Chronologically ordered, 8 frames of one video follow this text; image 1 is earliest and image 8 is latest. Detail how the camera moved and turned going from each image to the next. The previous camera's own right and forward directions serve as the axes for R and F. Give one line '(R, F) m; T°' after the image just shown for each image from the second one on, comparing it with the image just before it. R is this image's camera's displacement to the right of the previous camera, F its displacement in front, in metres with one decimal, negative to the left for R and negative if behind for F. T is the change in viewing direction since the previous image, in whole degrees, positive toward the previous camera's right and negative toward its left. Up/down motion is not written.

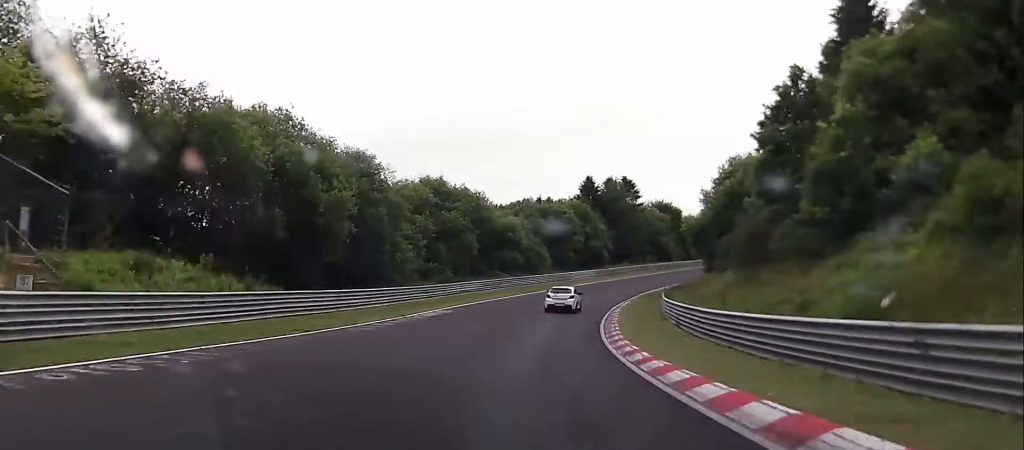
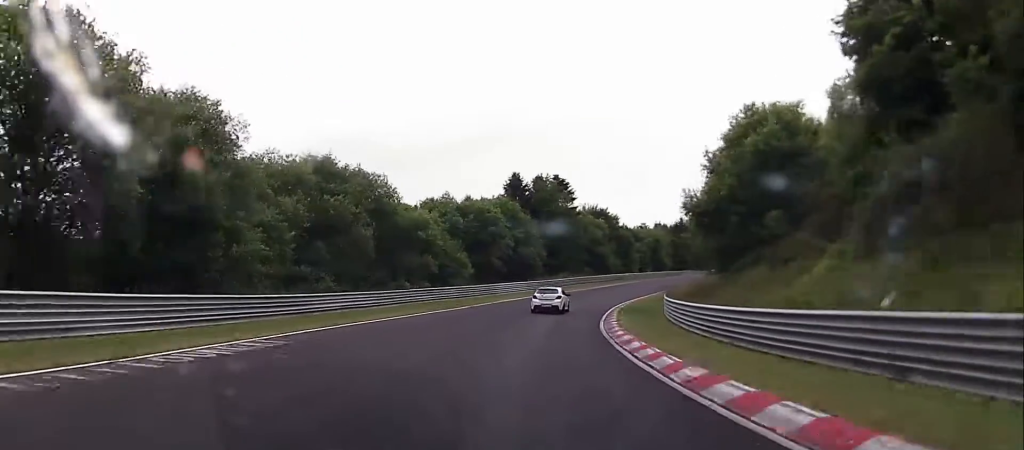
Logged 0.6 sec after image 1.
(+2.1, +19.1) m; +8°
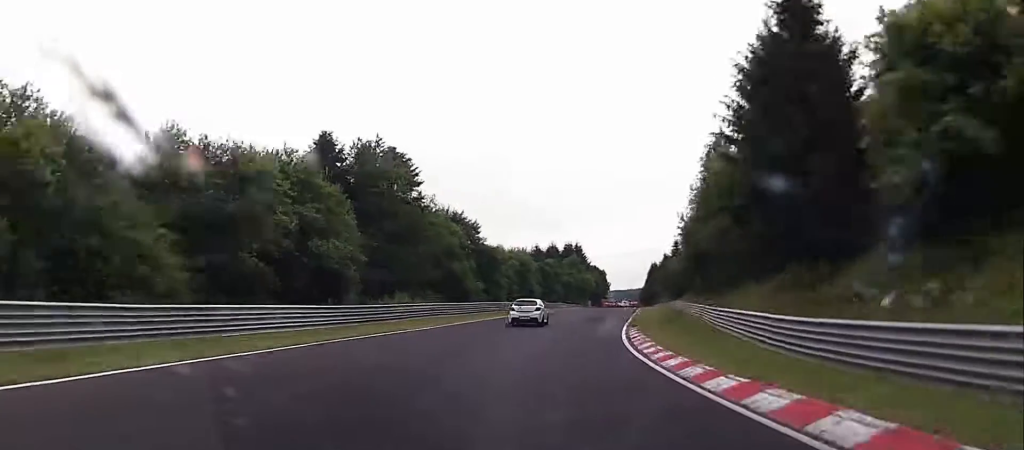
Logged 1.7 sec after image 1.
(+5.8, +40.7) m; +14°
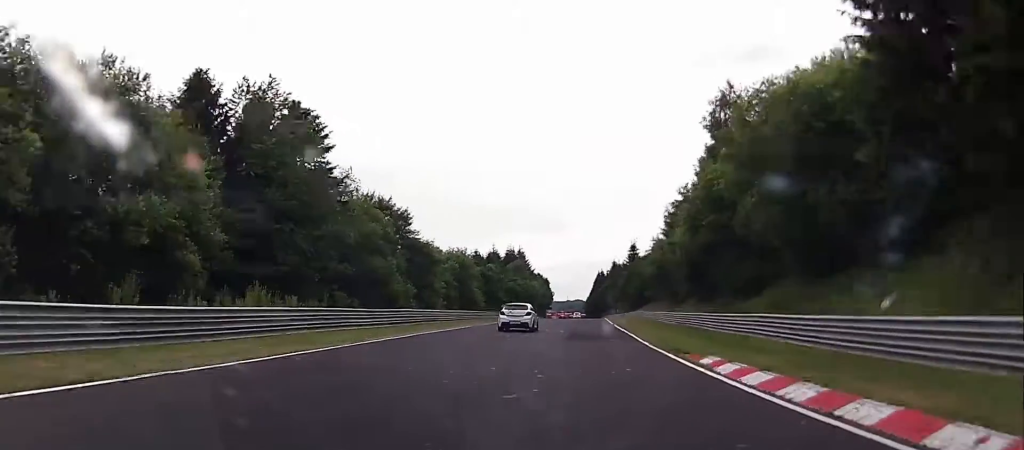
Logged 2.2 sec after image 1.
(+0.7, +17.1) m; +4°
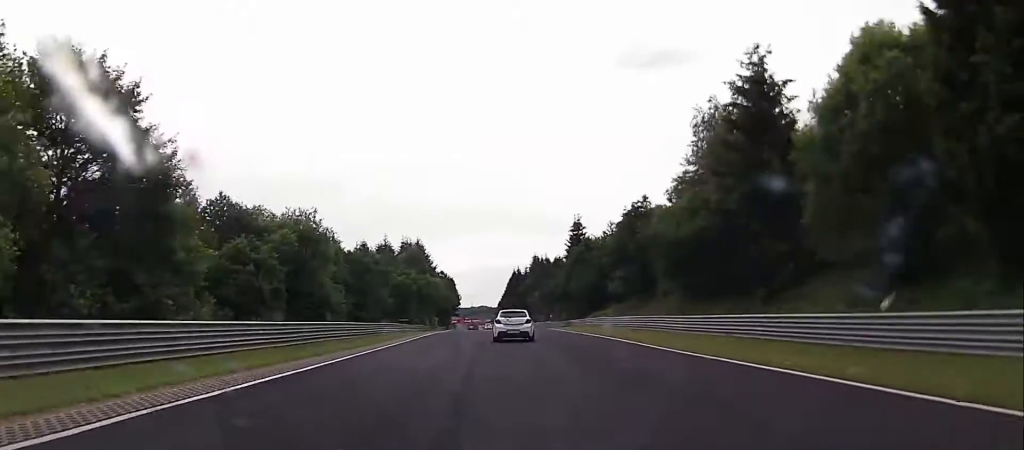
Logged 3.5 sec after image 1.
(+4.1, +47.1) m; +7°
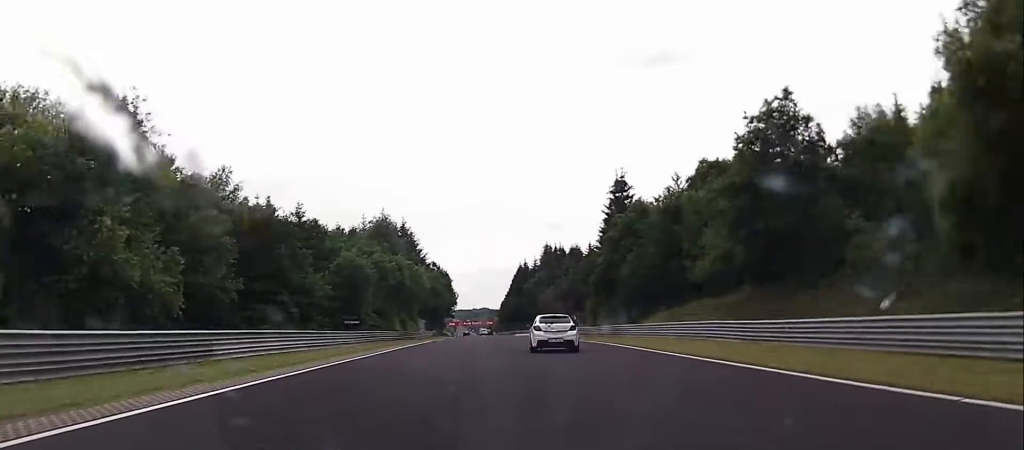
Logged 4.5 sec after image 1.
(+1.0, +35.1) m; +1°
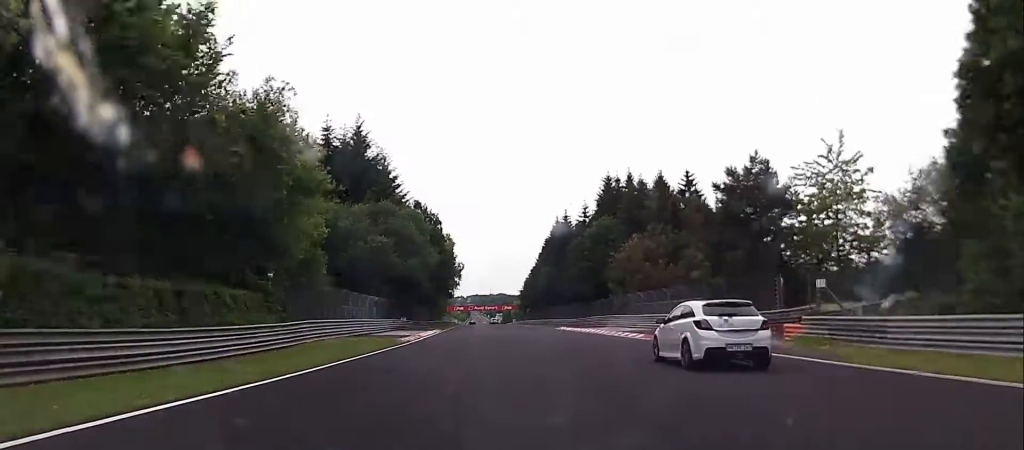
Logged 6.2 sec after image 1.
(-0.7, +68.0) m; -2°
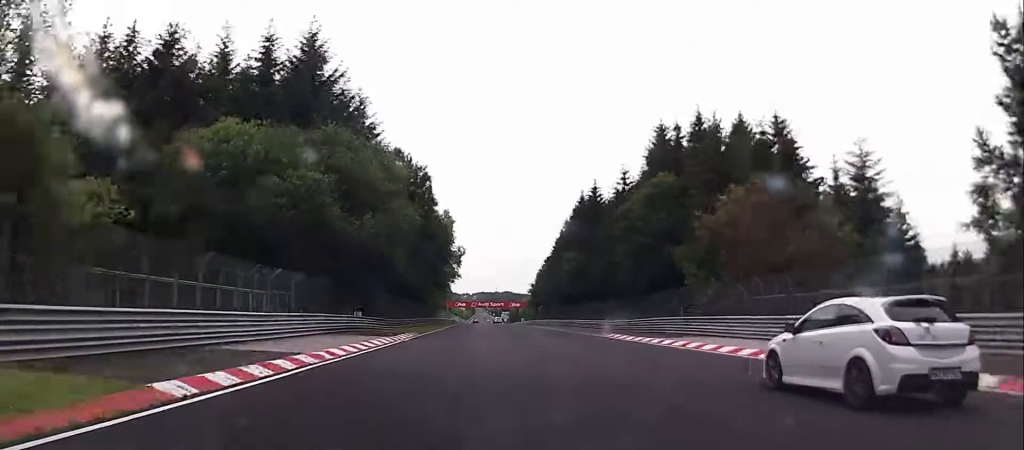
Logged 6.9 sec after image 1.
(-0.8, +26.3) m; -1°
